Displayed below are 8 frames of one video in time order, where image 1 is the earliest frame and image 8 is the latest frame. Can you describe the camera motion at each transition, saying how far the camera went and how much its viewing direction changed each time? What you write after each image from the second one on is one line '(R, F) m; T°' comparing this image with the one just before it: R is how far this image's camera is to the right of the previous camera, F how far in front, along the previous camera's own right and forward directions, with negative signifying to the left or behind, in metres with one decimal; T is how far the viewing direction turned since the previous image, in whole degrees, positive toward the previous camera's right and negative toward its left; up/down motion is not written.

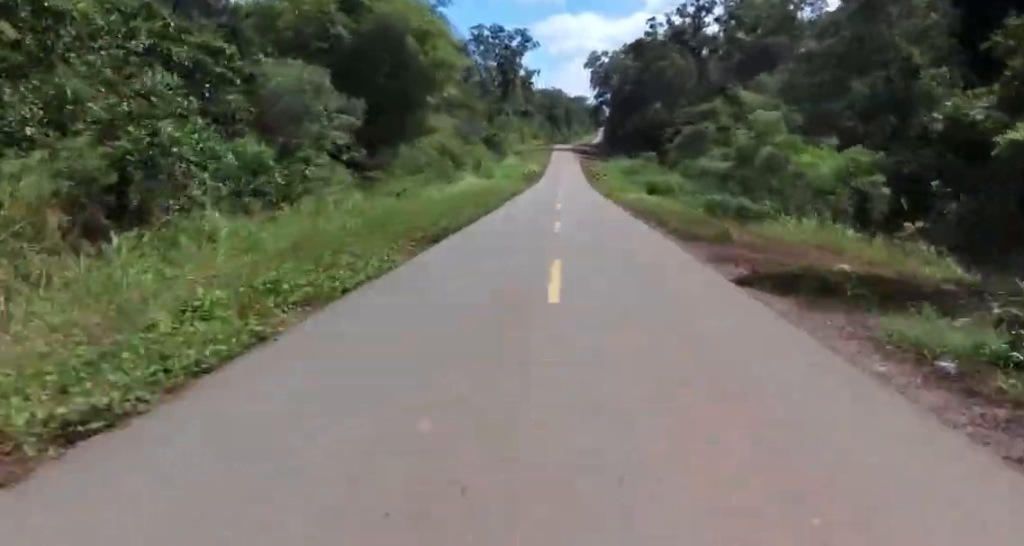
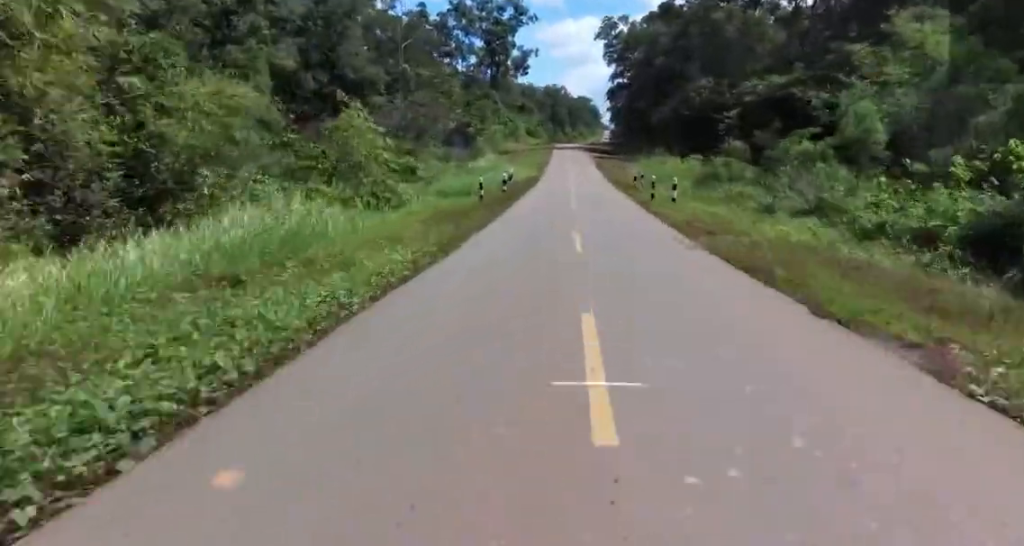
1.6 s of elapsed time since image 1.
(-0.5, +36.1) m; -1°
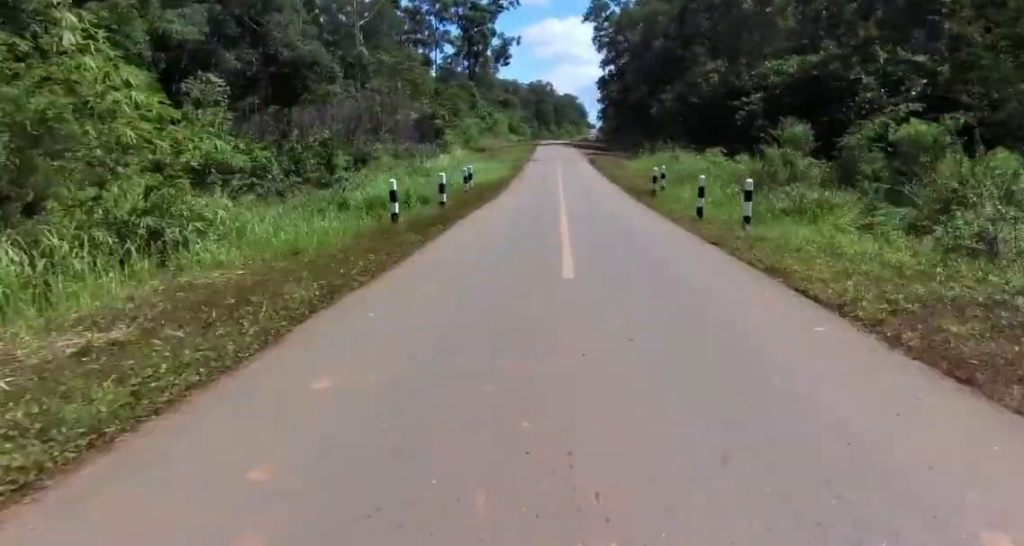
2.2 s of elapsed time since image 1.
(0.0, +12.1) m; 0°
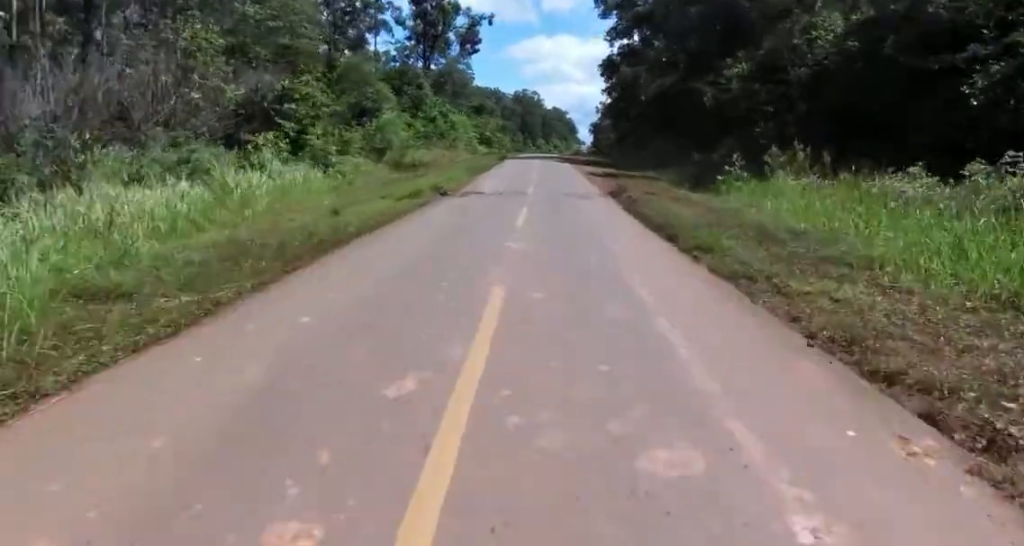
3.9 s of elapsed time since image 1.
(+0.1, +32.8) m; +2°
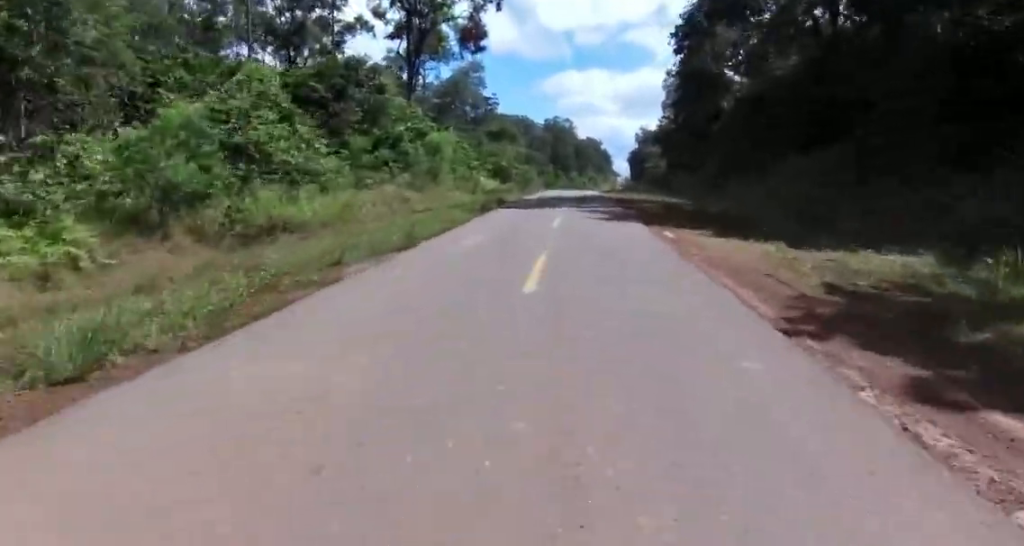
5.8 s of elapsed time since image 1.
(-0.4, +28.4) m; -2°
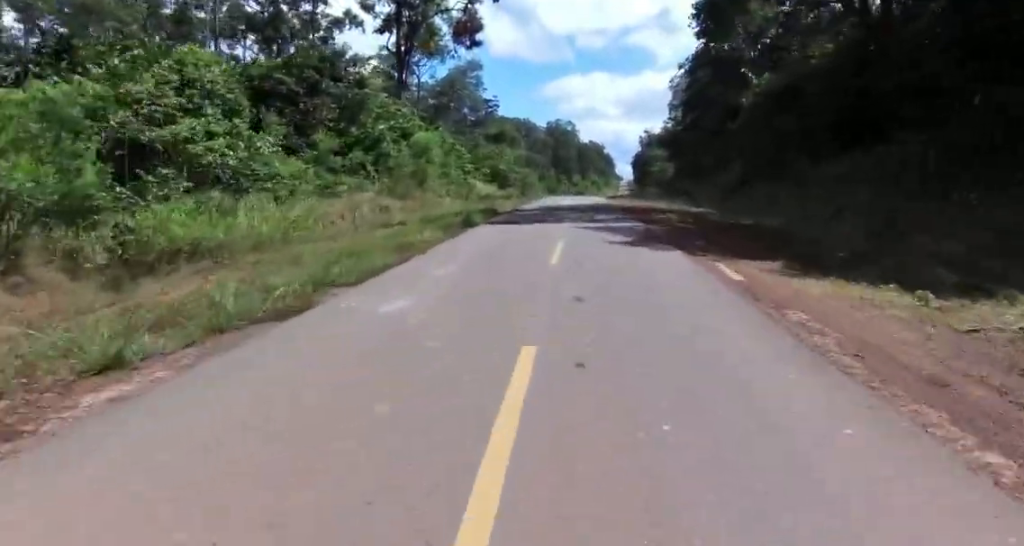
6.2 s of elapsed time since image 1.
(+0.4, +5.2) m; -2°
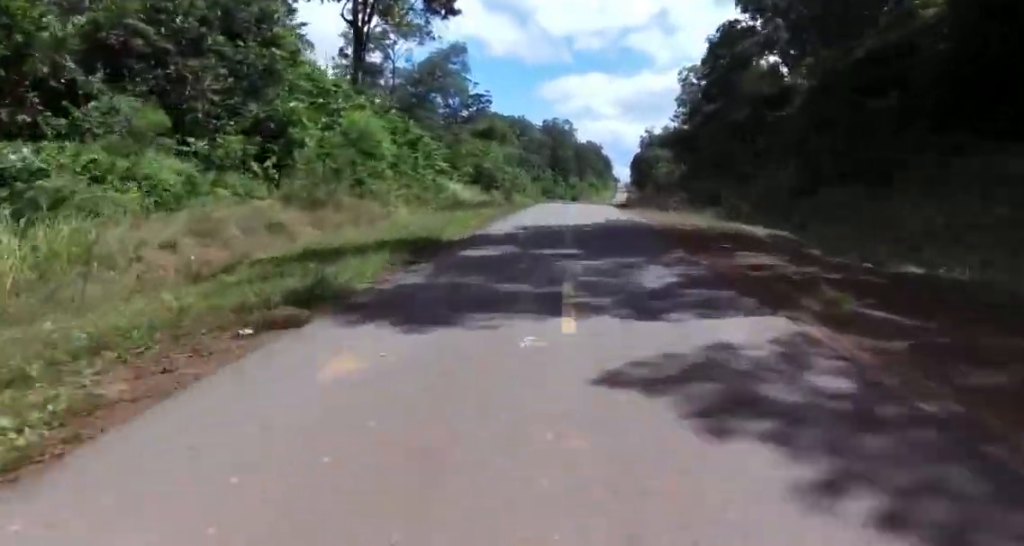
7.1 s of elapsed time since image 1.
(-0.2, +11.7) m; -2°
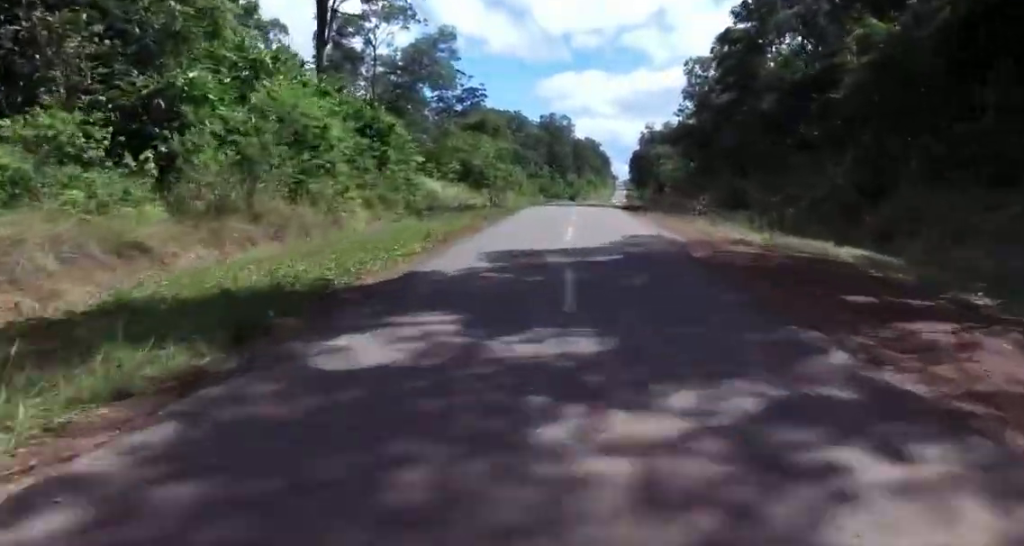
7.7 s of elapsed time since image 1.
(-1.1, +7.0) m; 0°
